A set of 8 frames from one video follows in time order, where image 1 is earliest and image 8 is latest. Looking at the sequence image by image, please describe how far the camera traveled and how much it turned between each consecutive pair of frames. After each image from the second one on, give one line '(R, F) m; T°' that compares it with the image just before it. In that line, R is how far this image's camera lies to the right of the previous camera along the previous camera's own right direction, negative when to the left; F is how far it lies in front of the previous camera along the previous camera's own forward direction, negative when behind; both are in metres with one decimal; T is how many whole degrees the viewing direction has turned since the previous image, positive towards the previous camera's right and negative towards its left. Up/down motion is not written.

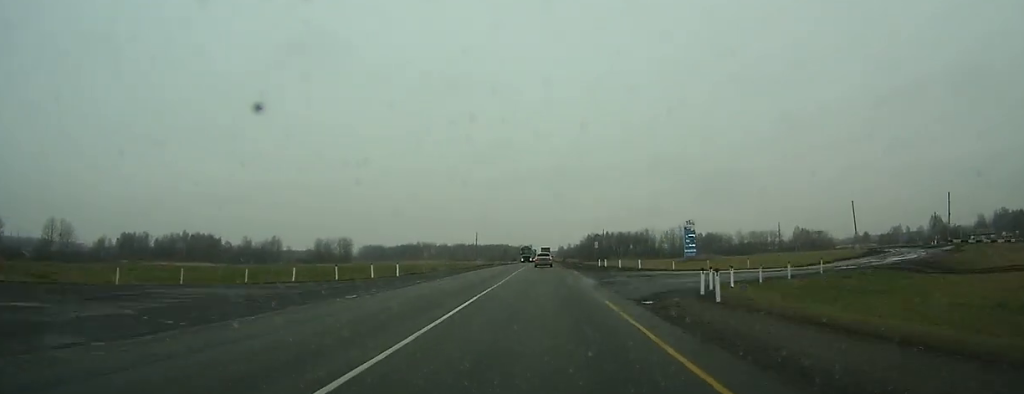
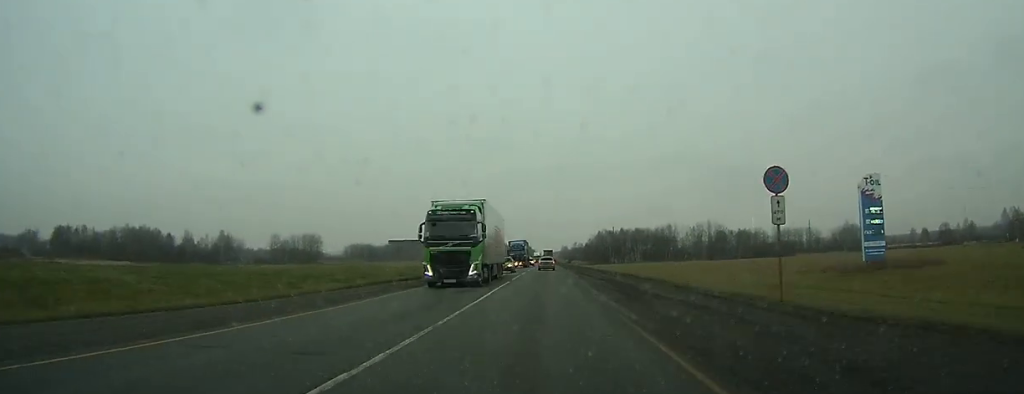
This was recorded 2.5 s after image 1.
(-0.1, +55.2) m; 0°
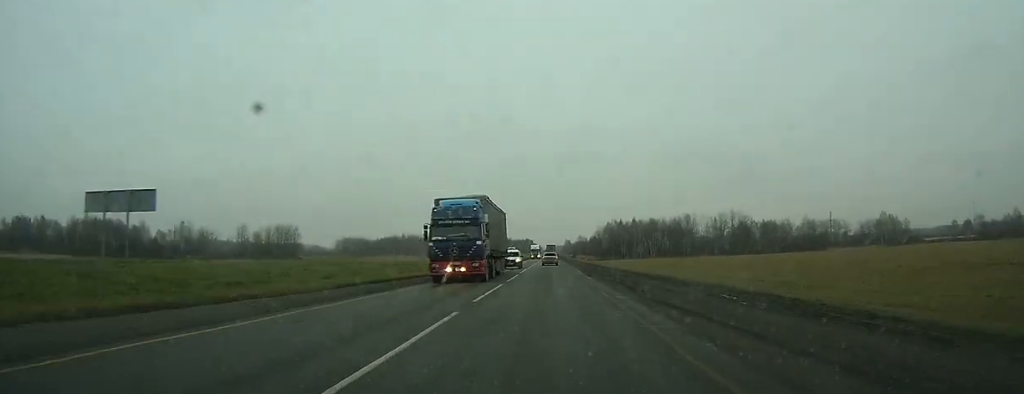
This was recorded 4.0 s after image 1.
(-0.1, +31.5) m; 0°
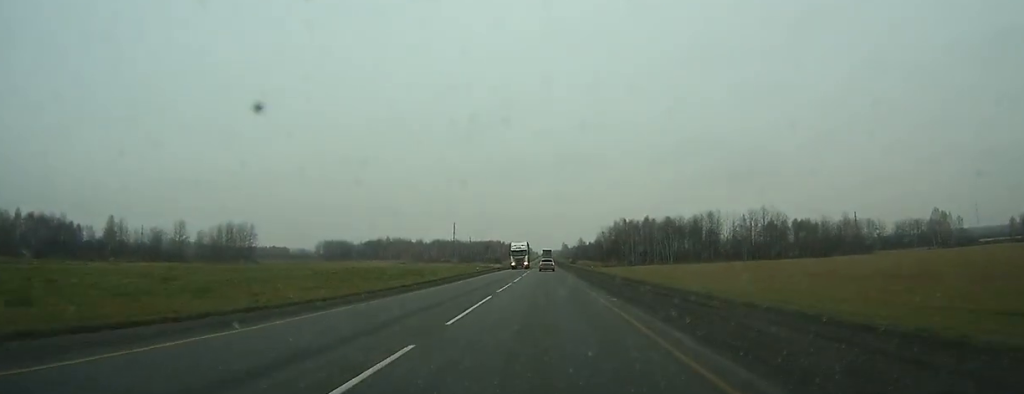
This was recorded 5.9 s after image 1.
(+0.1, +40.1) m; 0°
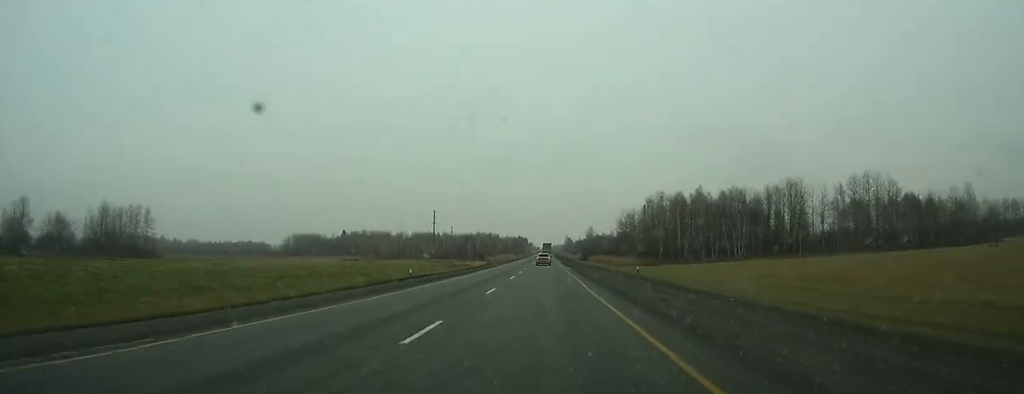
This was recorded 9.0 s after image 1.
(+0.1, +68.3) m; 0°
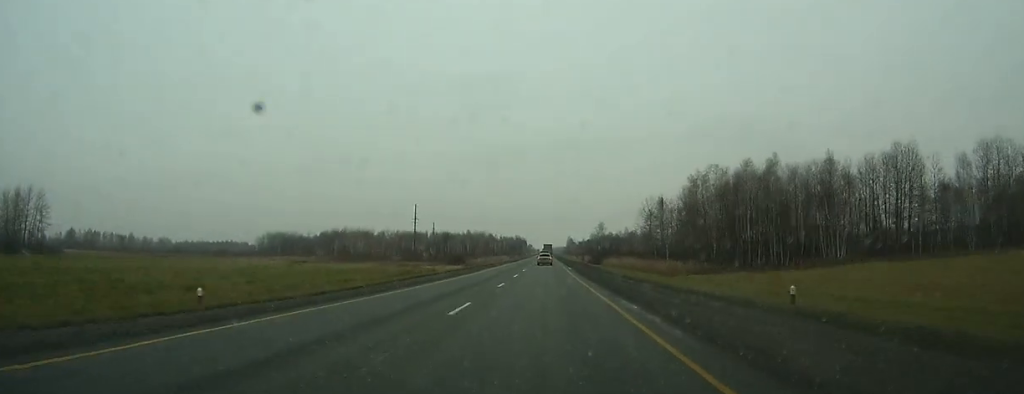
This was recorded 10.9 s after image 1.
(+0.1, +43.3) m; 0°
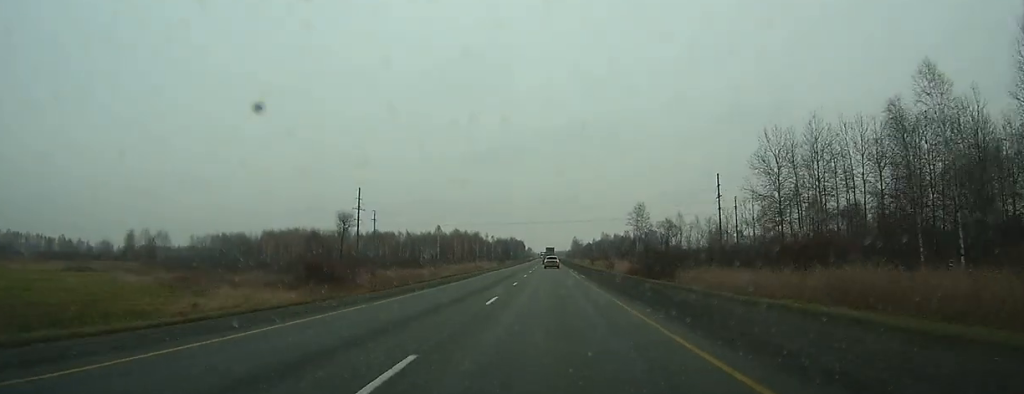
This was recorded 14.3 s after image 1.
(-0.4, +78.6) m; 0°
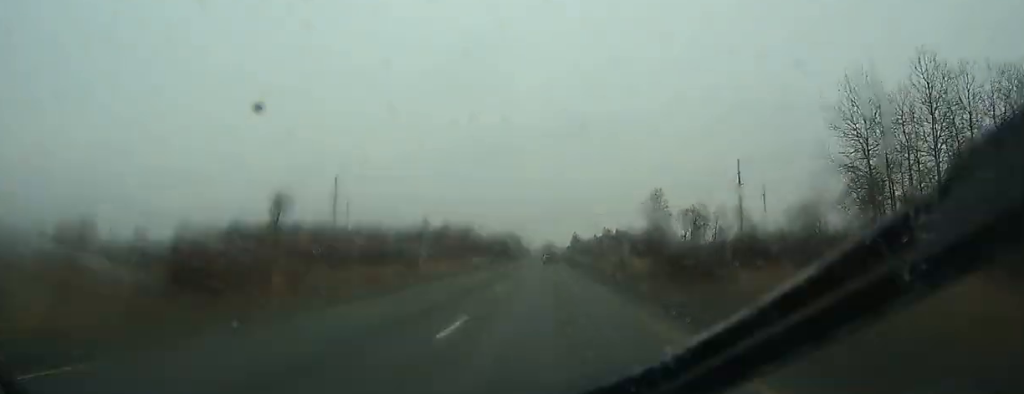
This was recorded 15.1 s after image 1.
(+0.1, +18.9) m; 0°
